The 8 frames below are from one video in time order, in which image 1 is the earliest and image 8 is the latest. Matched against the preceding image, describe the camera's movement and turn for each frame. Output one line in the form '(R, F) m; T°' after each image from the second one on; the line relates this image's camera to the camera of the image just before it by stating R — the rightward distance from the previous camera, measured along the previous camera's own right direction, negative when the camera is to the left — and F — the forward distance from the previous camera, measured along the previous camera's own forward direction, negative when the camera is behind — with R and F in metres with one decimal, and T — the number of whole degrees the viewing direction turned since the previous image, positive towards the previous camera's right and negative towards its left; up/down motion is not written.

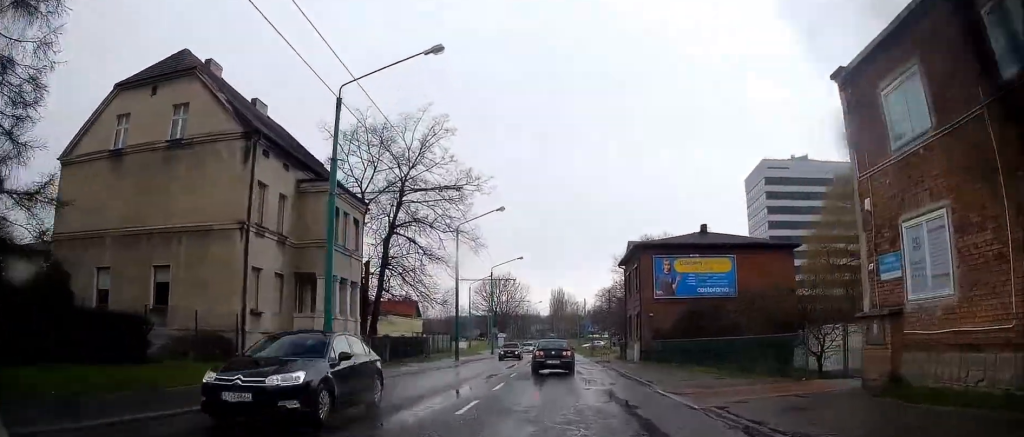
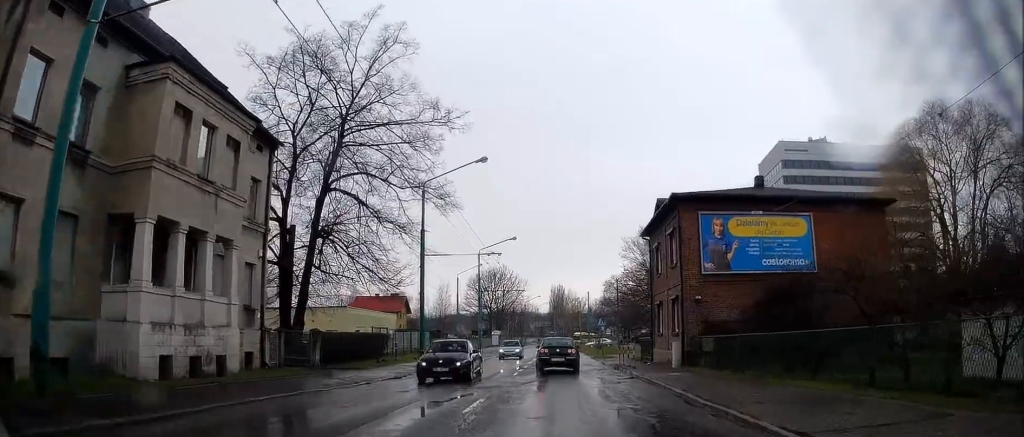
(+0.2, +12.2) m; +1°
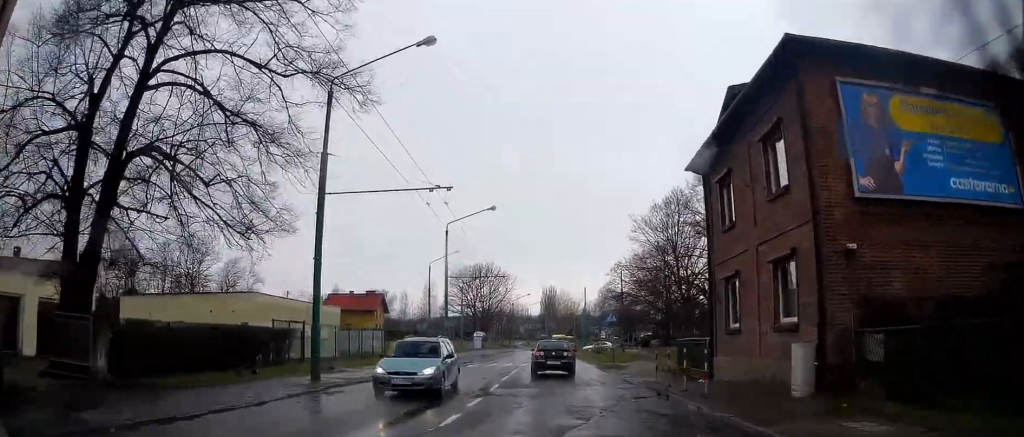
(-0.1, +14.4) m; 0°
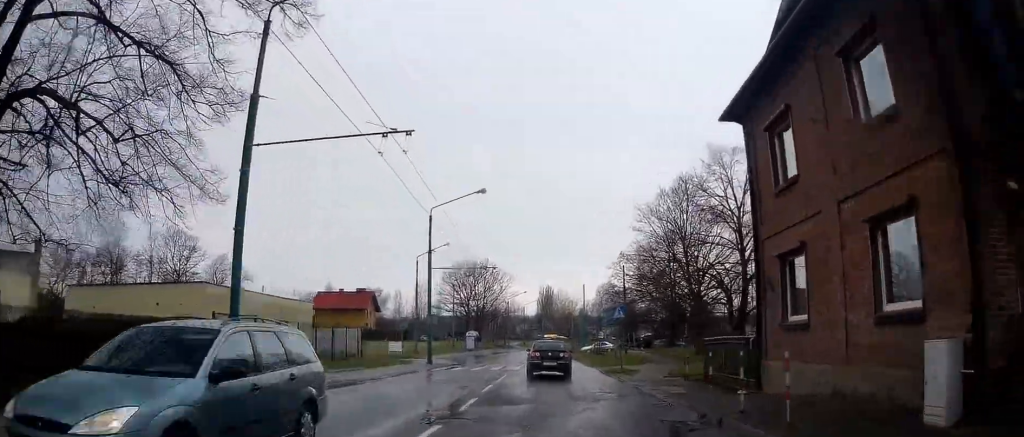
(0.0, +5.1) m; +1°
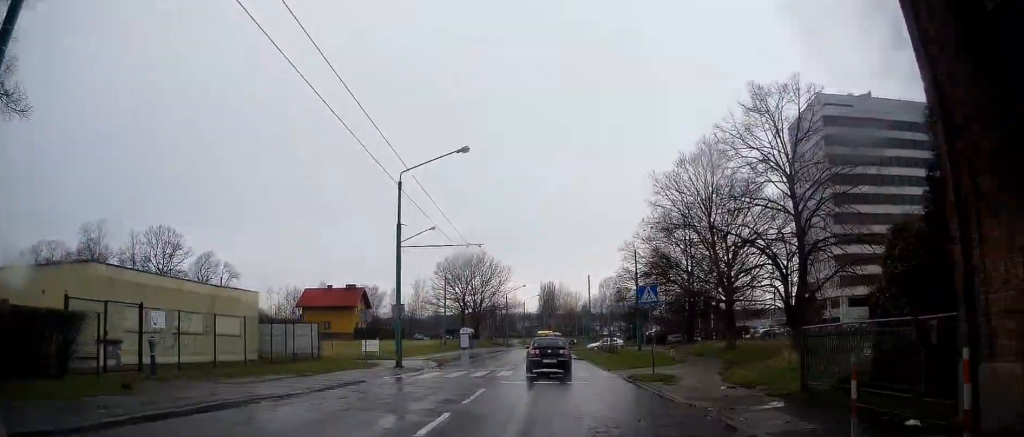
(+0.2, +8.4) m; +4°
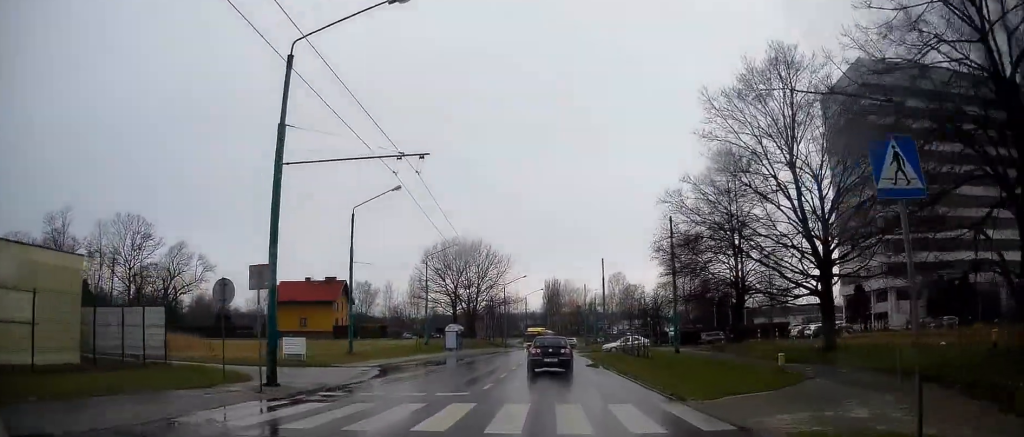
(+0.4, +15.1) m; 0°
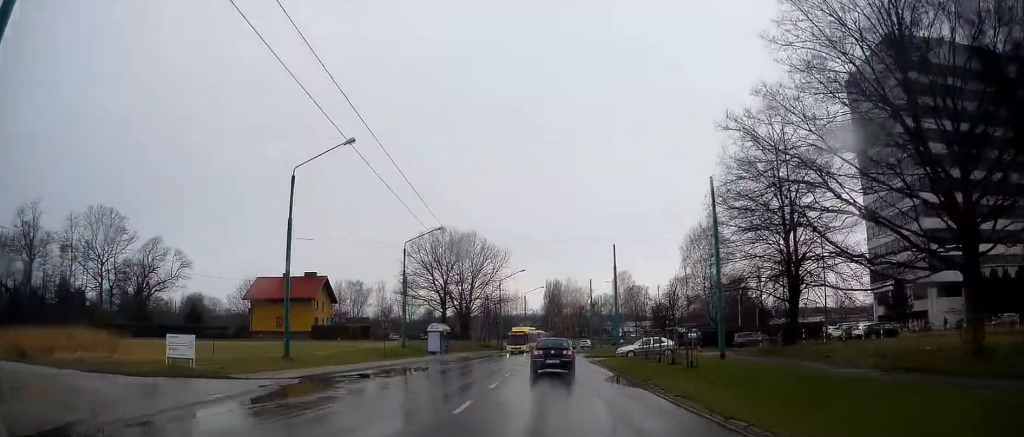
(-0.3, +10.8) m; -2°
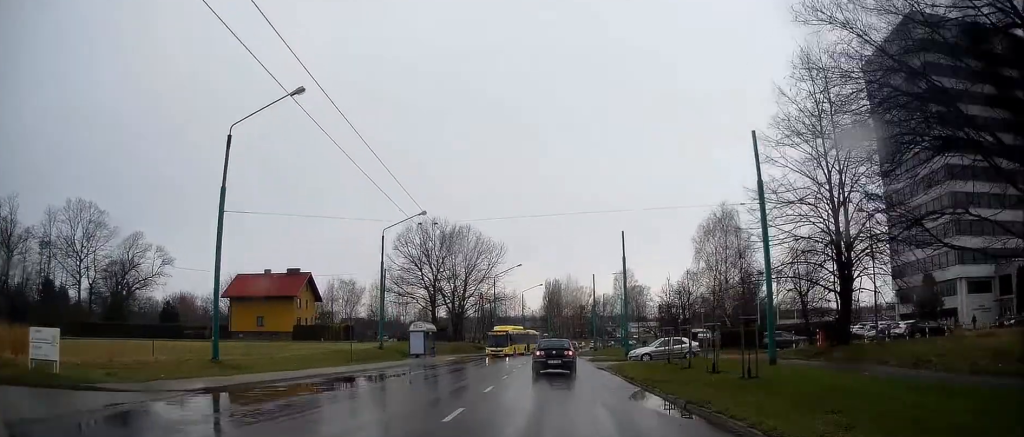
(0.0, +7.1) m; 0°
